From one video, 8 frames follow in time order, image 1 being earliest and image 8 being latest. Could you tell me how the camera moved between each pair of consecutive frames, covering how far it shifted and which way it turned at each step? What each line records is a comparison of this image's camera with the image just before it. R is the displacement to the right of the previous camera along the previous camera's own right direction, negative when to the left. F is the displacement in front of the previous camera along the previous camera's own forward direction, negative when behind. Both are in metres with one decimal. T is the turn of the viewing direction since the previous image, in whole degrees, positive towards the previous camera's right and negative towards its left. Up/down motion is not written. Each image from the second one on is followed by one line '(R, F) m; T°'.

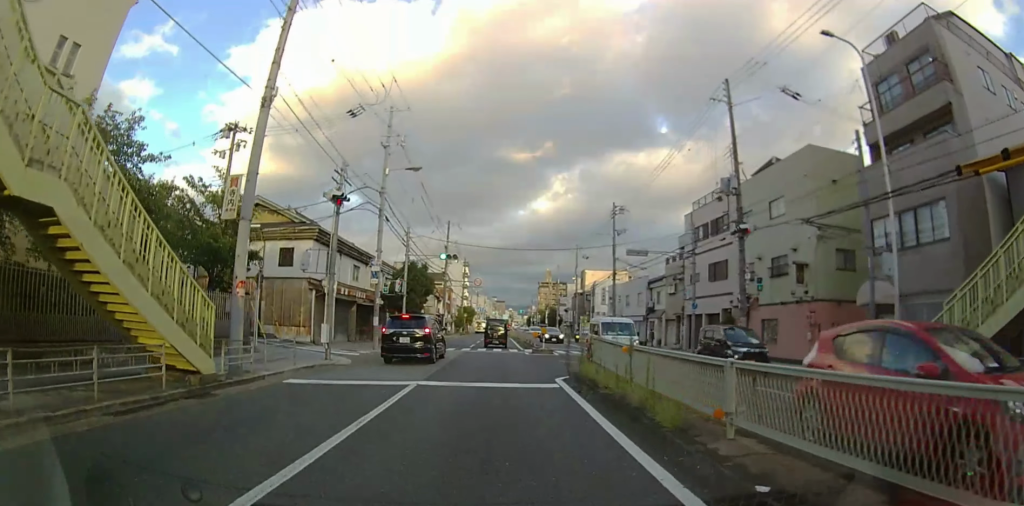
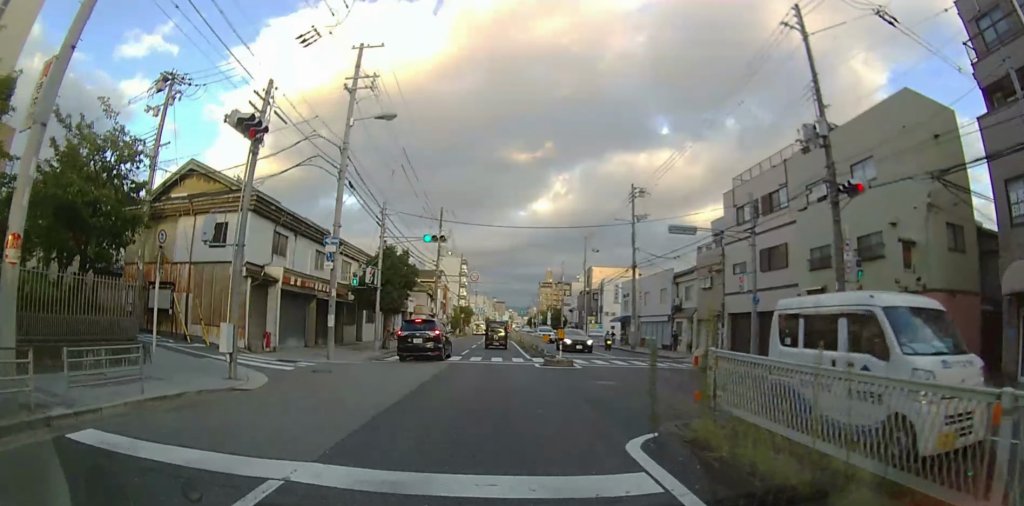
(0.0, +7.3) m; 0°
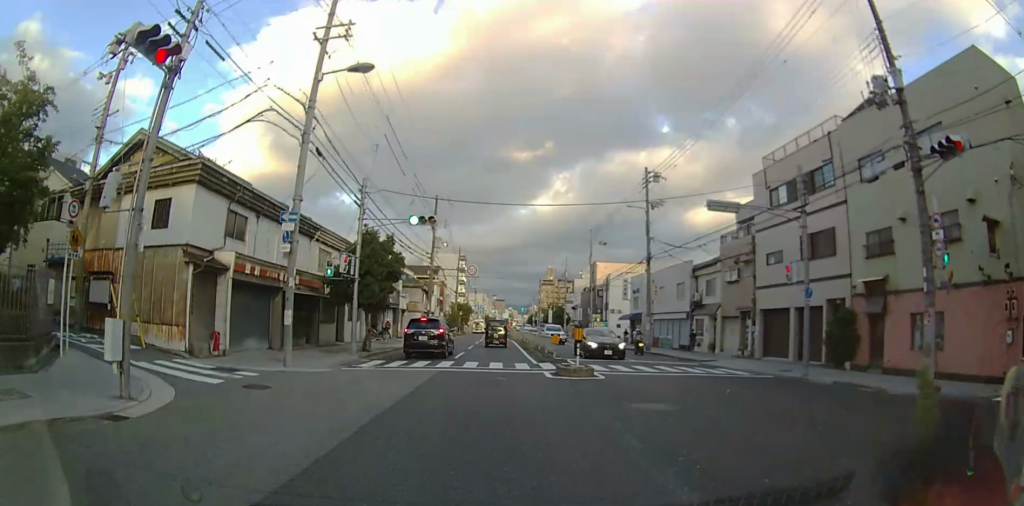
(0.0, +4.2) m; 0°
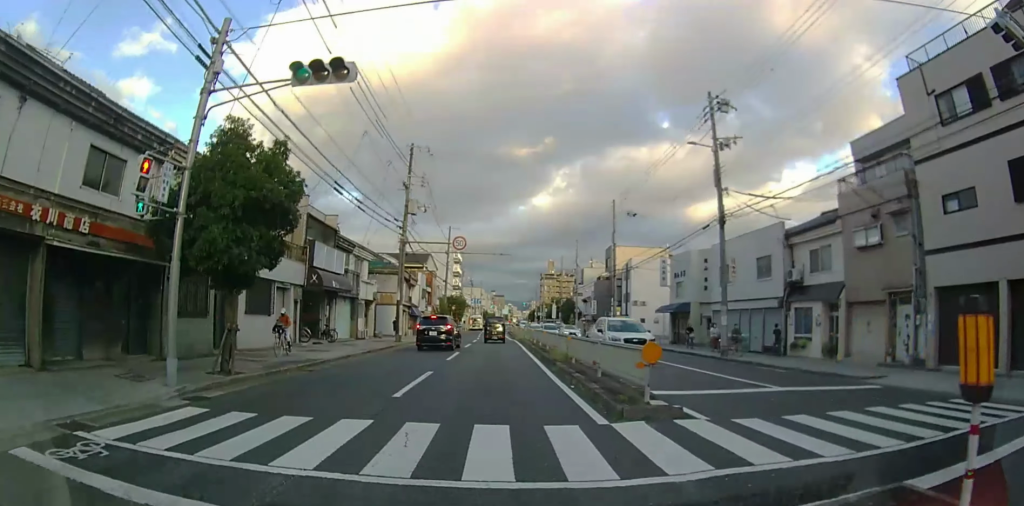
(0.0, +13.4) m; 0°
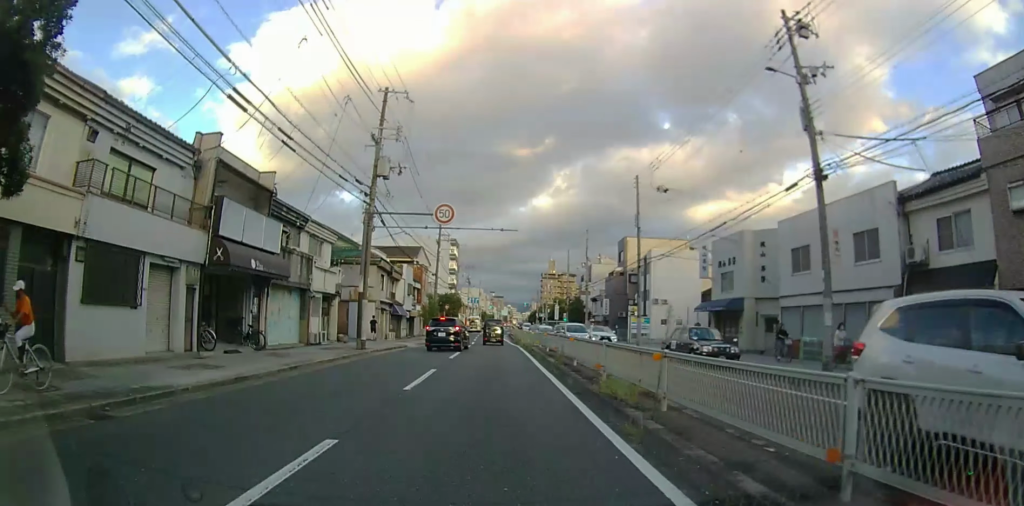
(0.0, +8.2) m; 0°
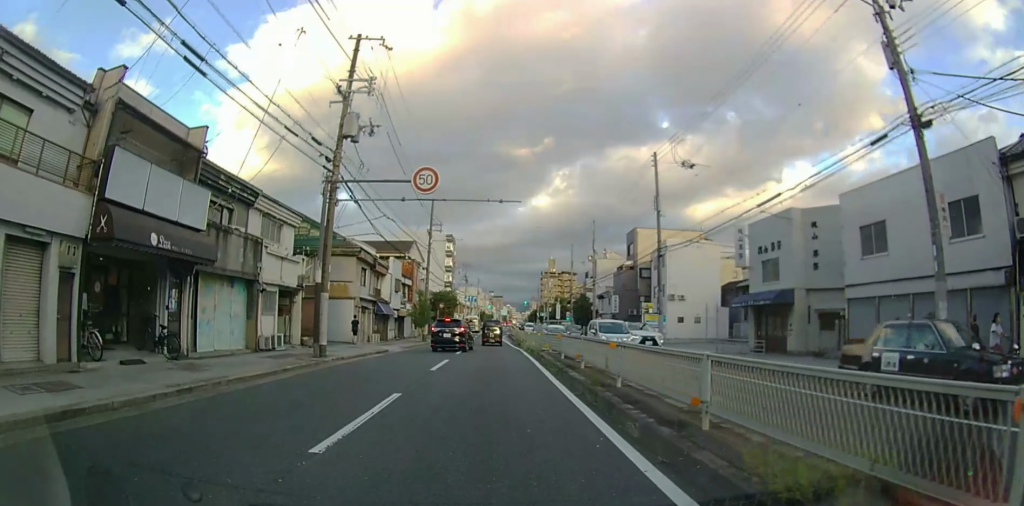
(0.0, +4.9) m; 0°
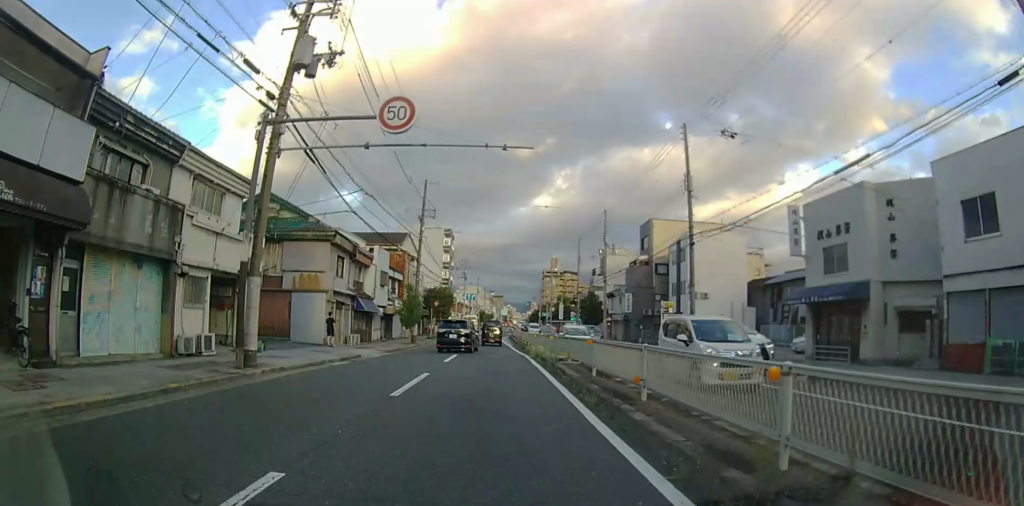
(0.0, +5.4) m; 0°
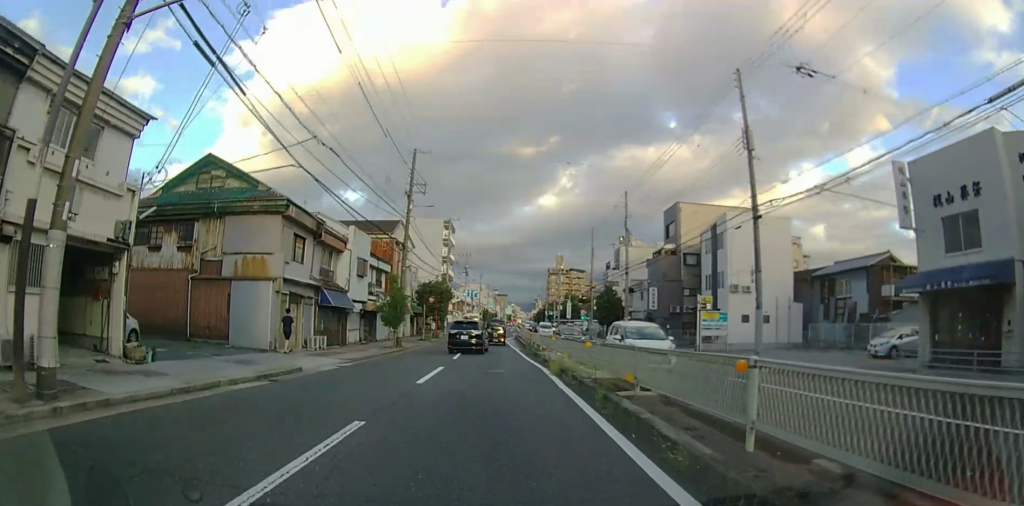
(0.0, +6.5) m; 0°
